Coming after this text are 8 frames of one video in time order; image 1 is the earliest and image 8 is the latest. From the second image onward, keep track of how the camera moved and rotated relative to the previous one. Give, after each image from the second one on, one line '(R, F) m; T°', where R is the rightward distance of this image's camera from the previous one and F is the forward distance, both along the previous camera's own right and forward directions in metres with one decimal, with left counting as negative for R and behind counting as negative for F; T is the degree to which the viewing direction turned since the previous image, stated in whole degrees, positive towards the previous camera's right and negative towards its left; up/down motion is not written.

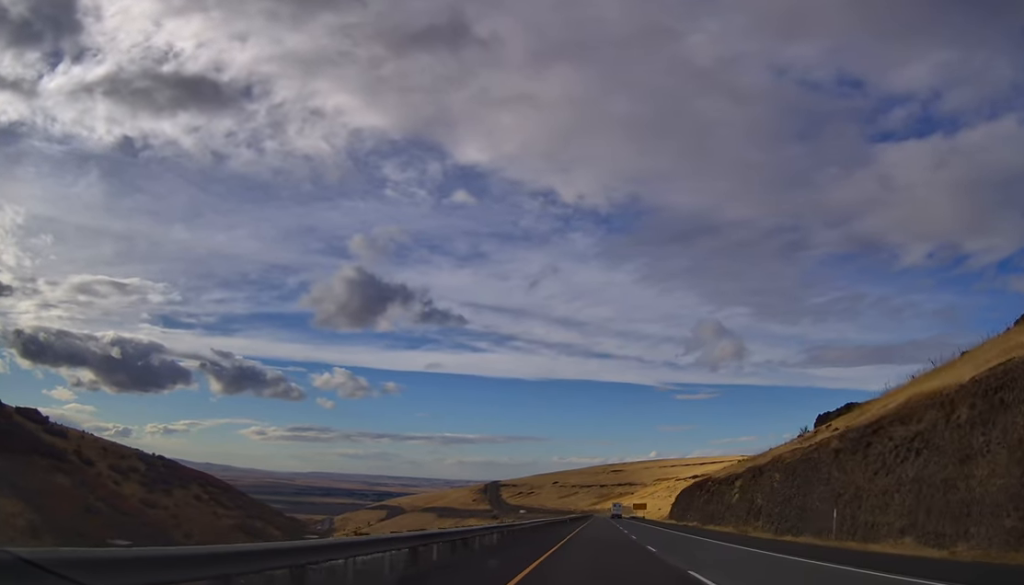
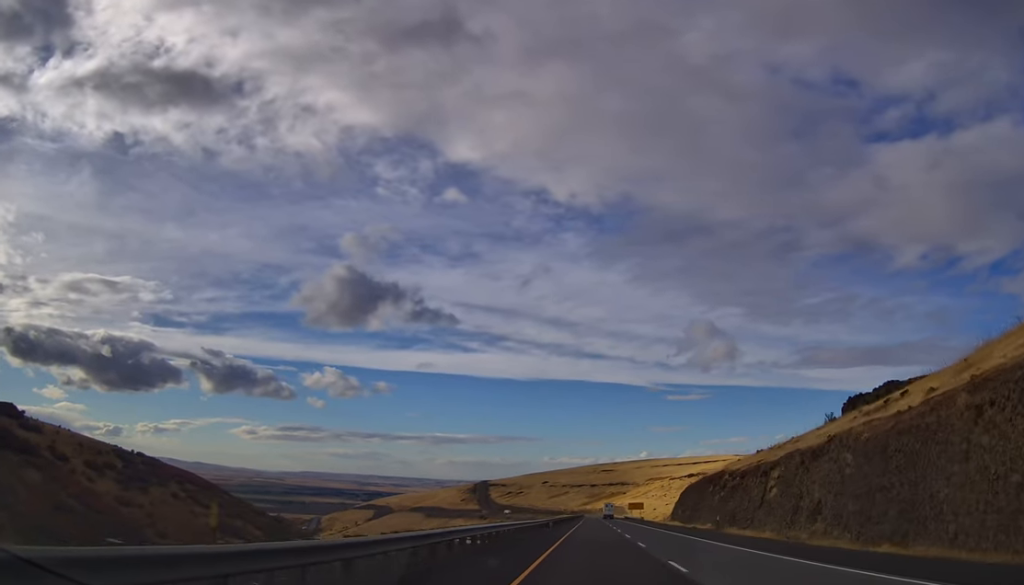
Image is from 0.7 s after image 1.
(+0.5, +20.9) m; +1°
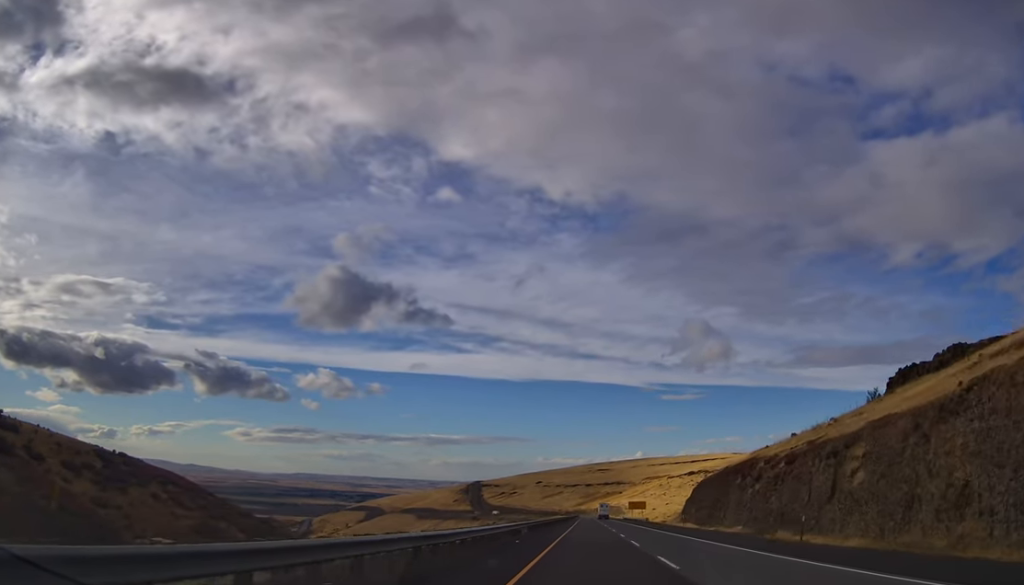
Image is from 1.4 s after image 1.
(+0.3, +22.1) m; 0°
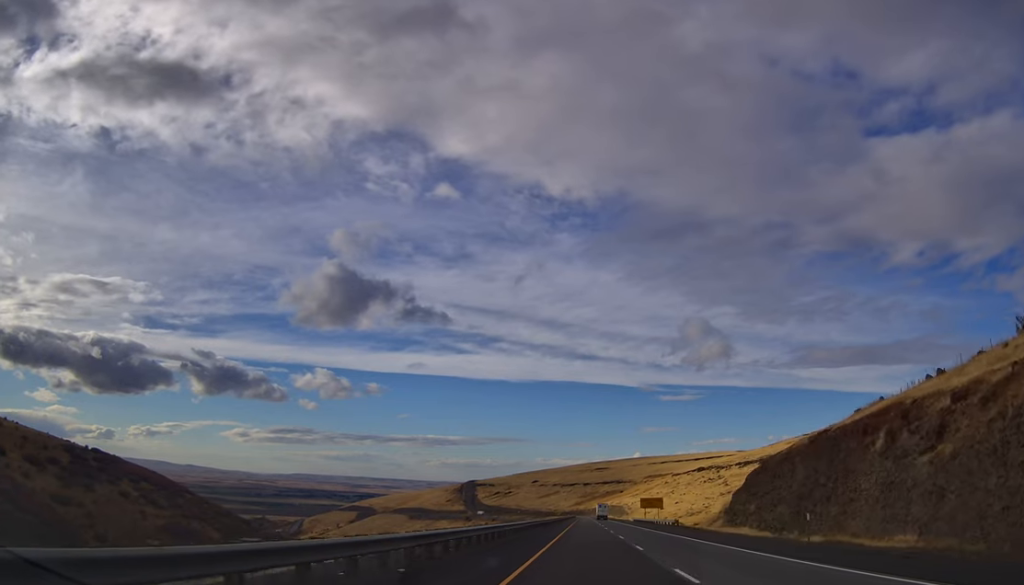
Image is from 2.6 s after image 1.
(+0.2, +40.1) m; +1°
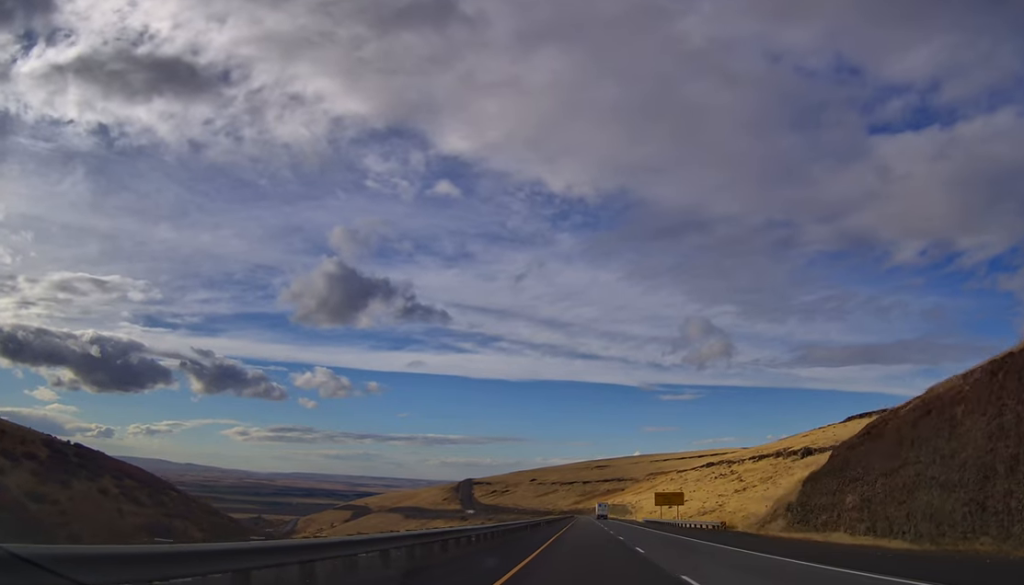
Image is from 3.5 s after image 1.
(+0.4, +26.5) m; 0°
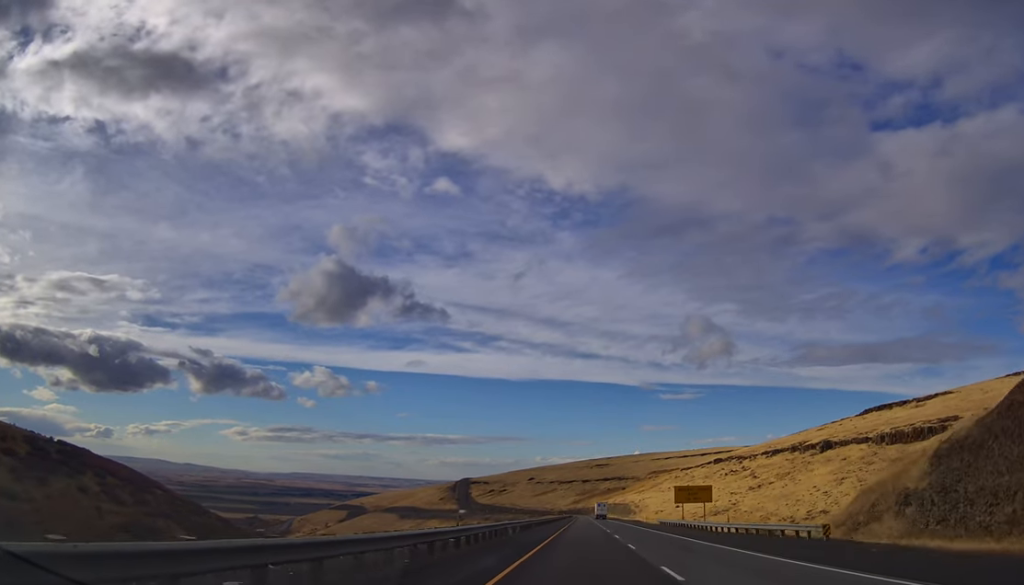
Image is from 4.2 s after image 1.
(-0.5, +22.4) m; -1°
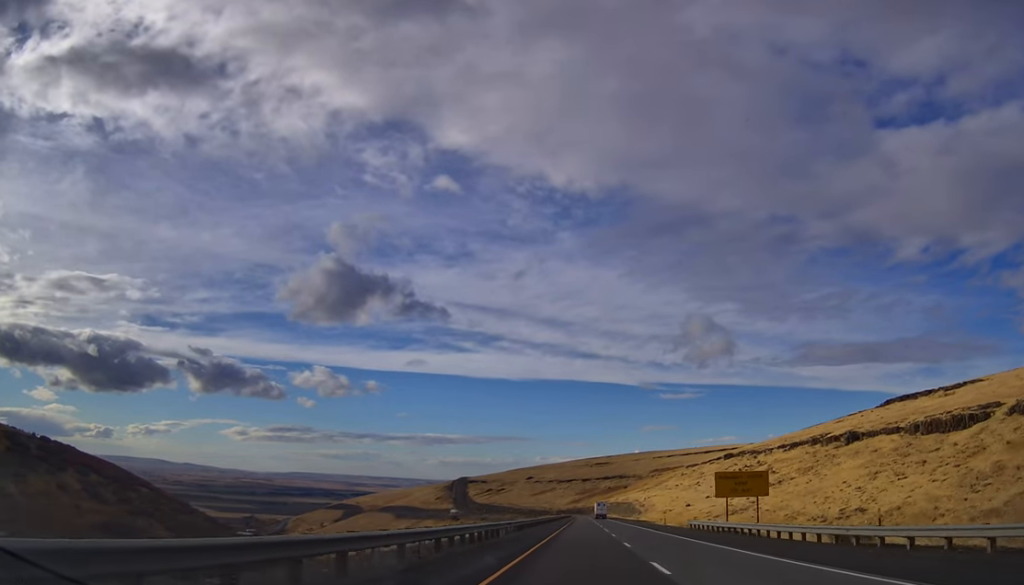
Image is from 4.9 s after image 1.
(0.0, +23.5) m; +1°
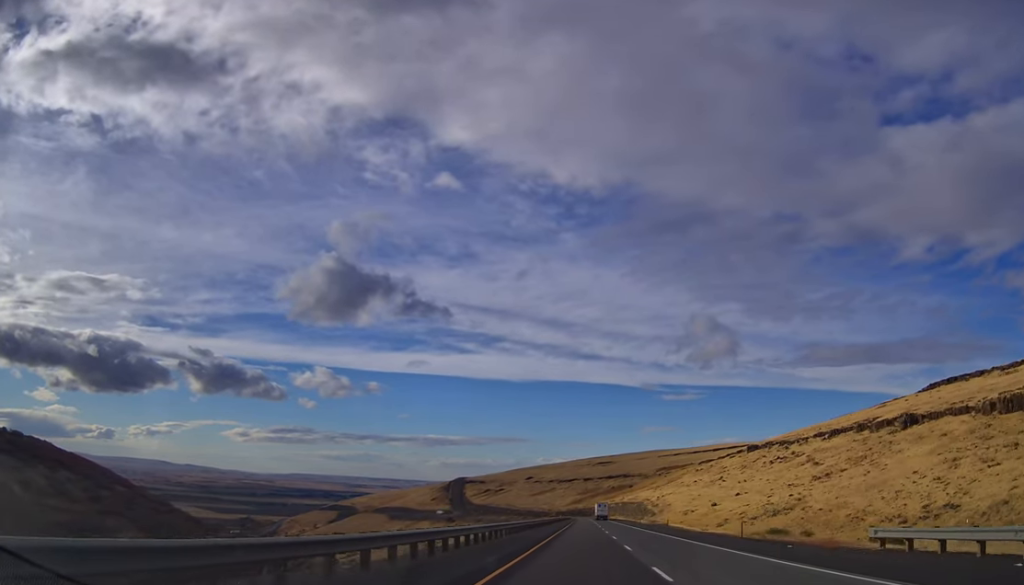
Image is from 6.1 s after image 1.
(+0.9, +38.3) m; +1°
